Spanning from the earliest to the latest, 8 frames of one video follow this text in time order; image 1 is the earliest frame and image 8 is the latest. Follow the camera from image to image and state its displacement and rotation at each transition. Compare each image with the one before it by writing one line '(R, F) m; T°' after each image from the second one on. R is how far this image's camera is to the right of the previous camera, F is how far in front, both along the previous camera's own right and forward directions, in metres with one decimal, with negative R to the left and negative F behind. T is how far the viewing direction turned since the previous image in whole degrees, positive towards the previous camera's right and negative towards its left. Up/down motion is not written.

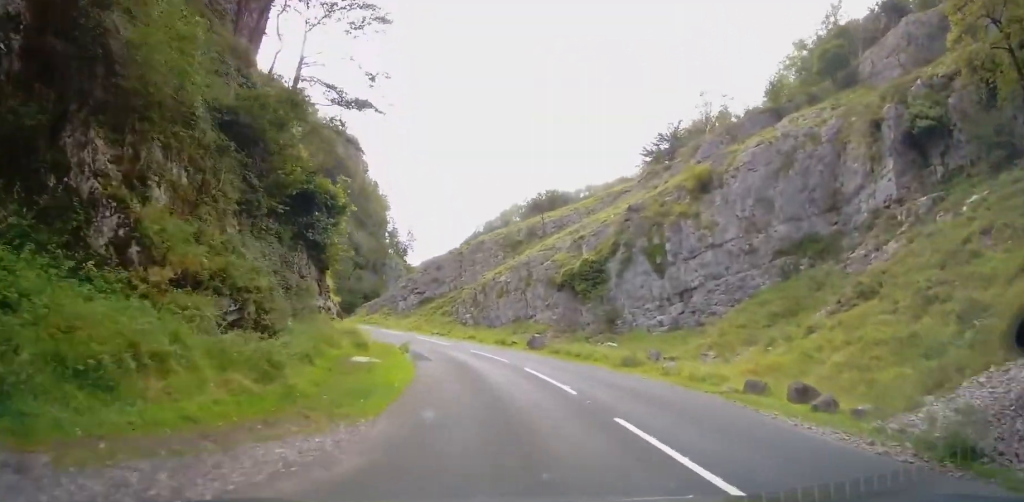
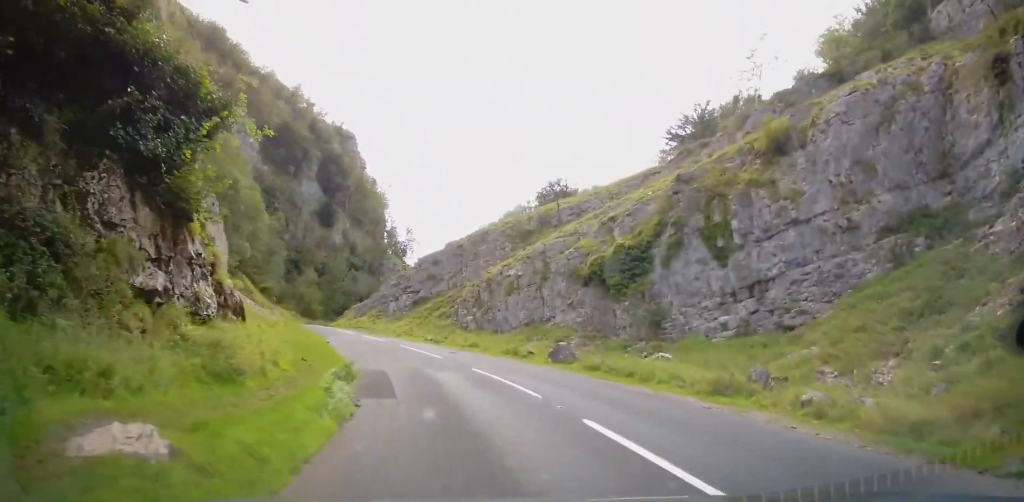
(-0.3, +9.6) m; -3°
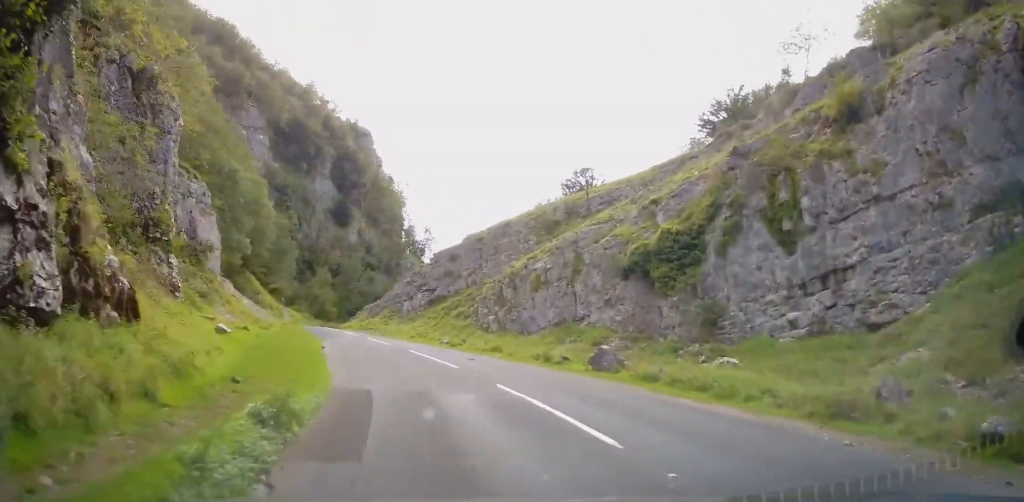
(-0.1, +4.6) m; -2°
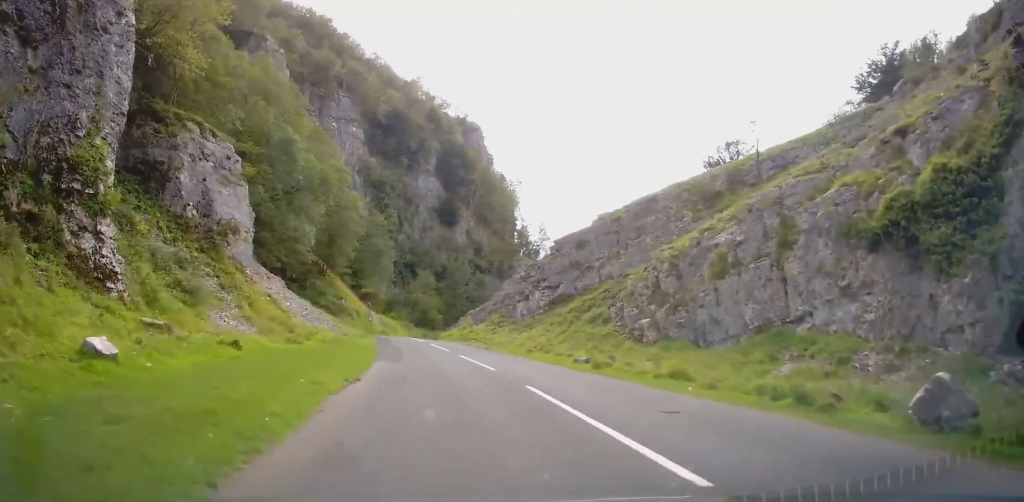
(-0.5, +12.8) m; -7°
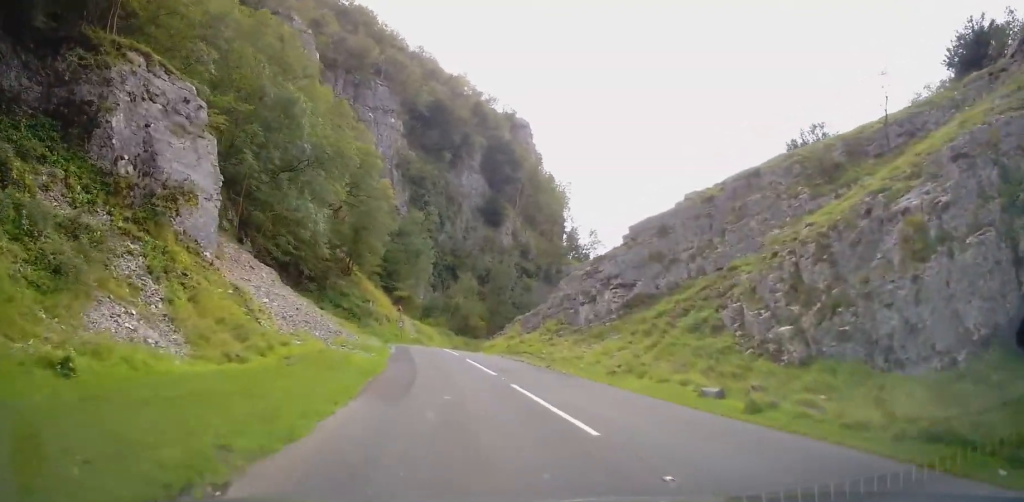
(-0.5, +9.4) m; -6°
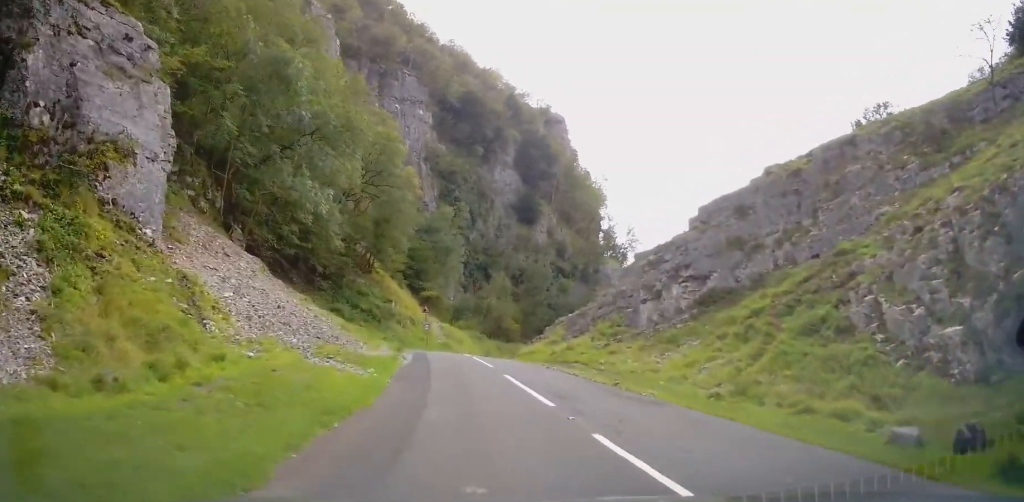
(-0.2, +6.1) m; -4°
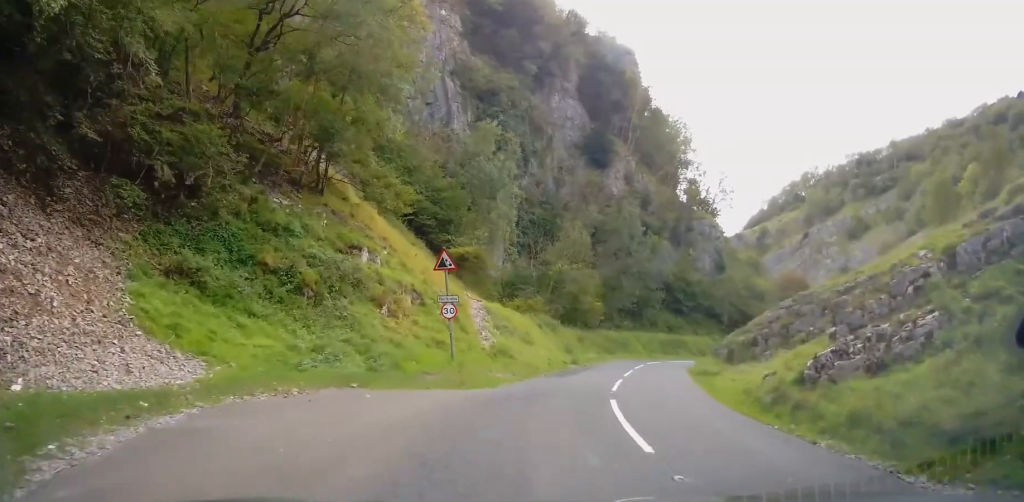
(-0.1, +31.6) m; 0°
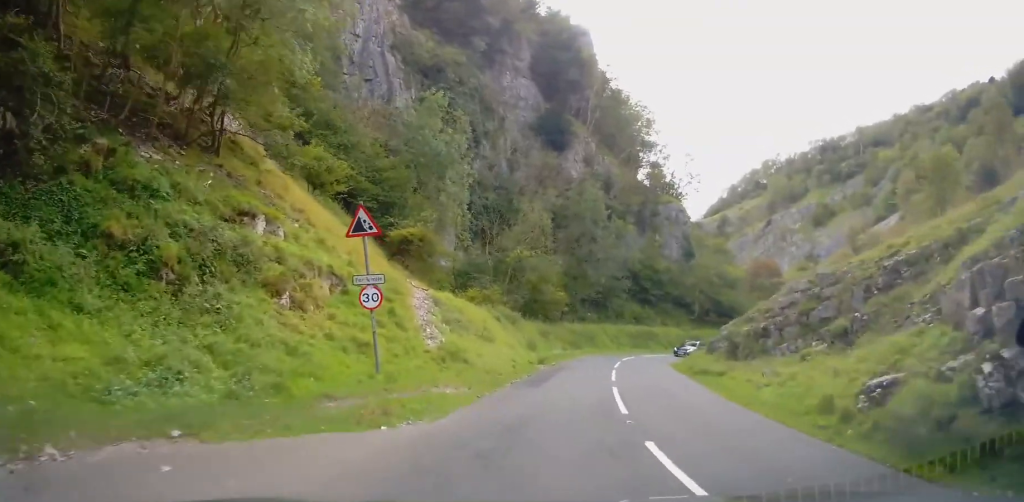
(0.0, +5.9) m; +1°
